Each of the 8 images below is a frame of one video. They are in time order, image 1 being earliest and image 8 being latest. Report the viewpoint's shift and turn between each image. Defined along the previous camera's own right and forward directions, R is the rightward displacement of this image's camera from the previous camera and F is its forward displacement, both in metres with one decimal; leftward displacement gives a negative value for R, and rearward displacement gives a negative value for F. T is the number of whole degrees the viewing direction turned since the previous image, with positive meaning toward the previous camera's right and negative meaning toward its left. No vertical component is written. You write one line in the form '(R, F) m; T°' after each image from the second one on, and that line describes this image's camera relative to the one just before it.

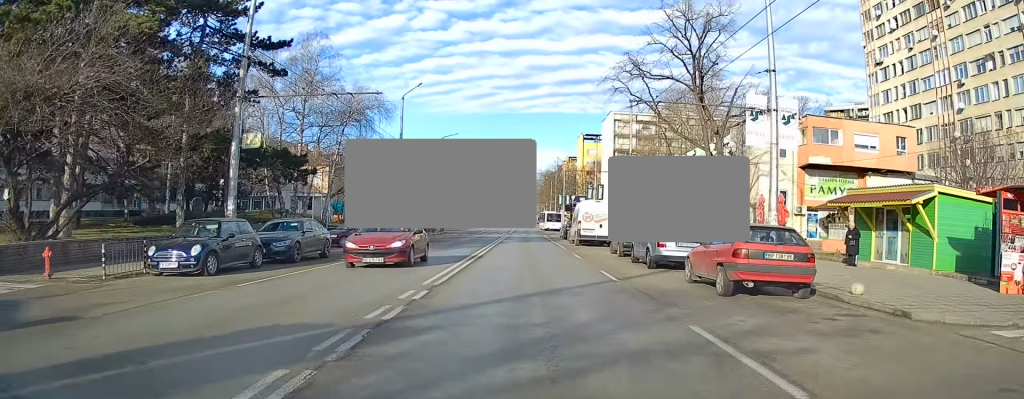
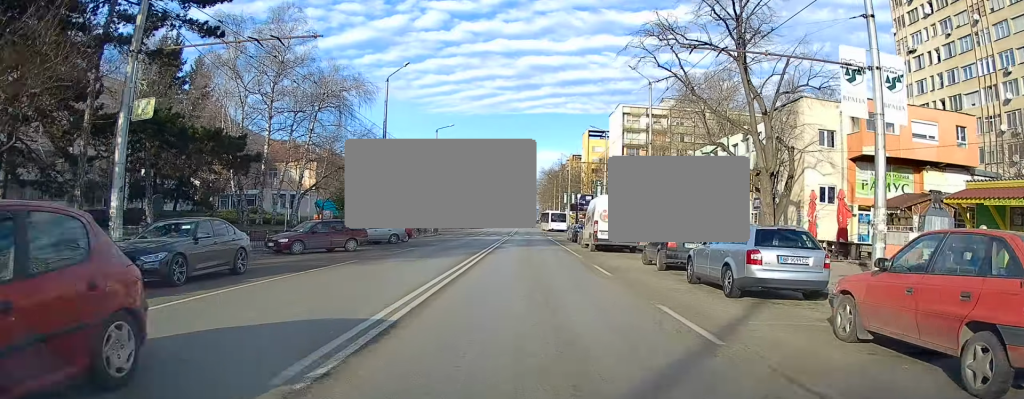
(-0.3, +7.2) m; 0°
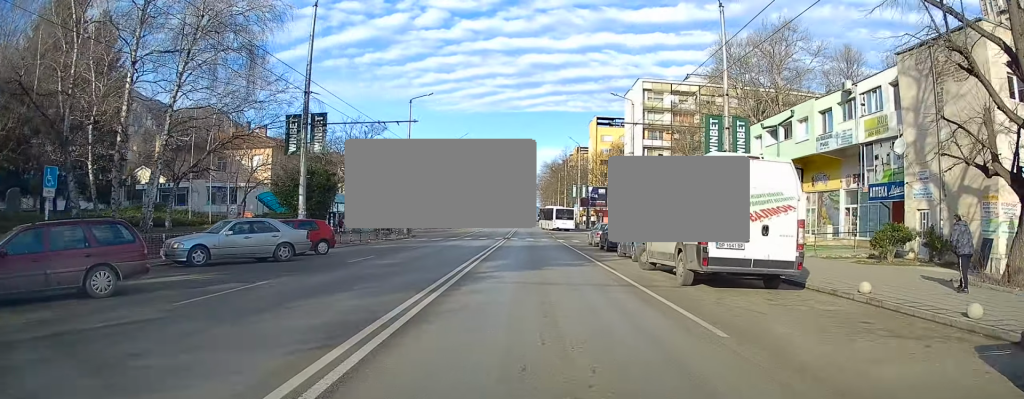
(+0.3, +15.8) m; +1°
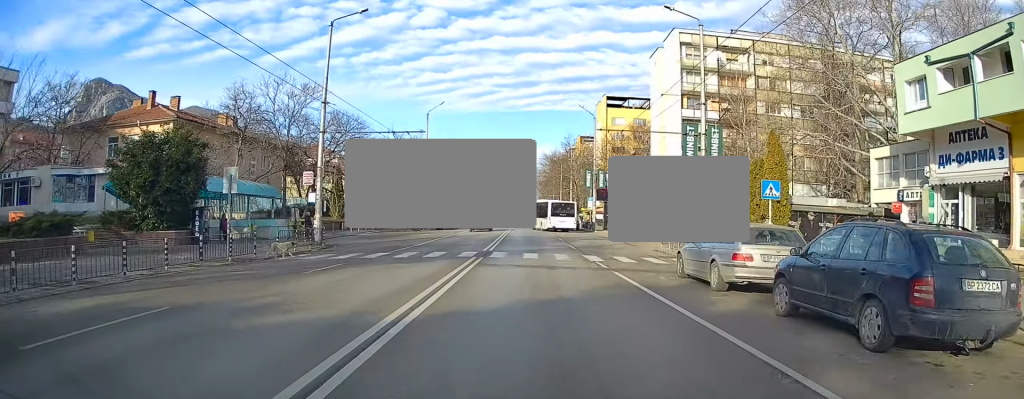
(-0.6, +21.0) m; +2°
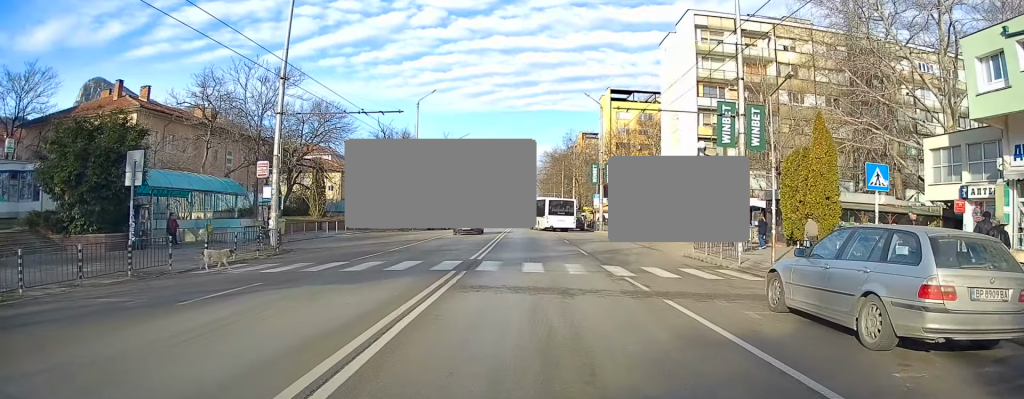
(+0.4, +5.1) m; +1°
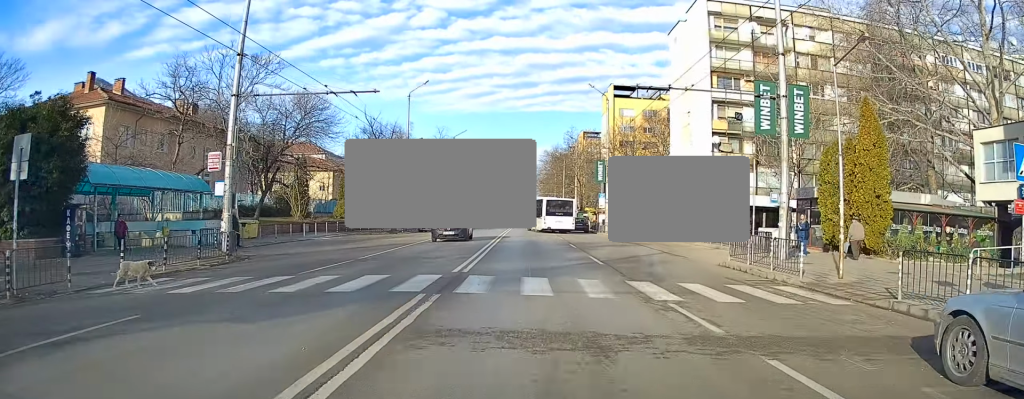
(+0.1, +4.1) m; 0°
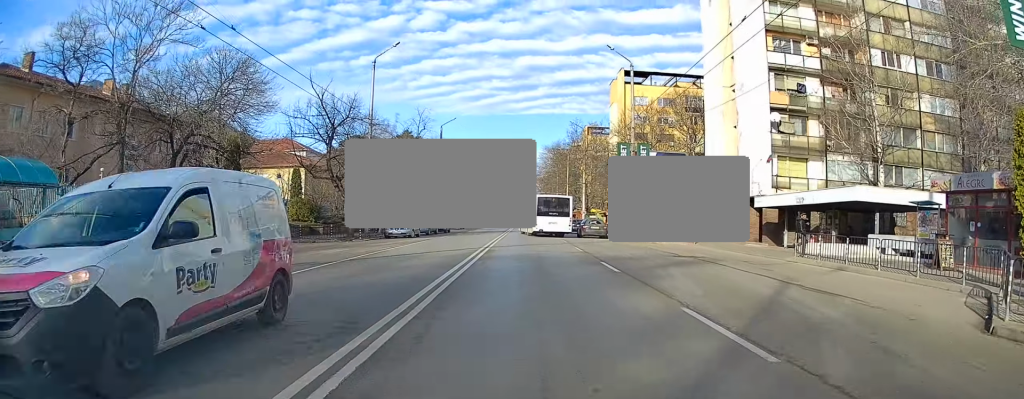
(-0.3, +11.9) m; -2°
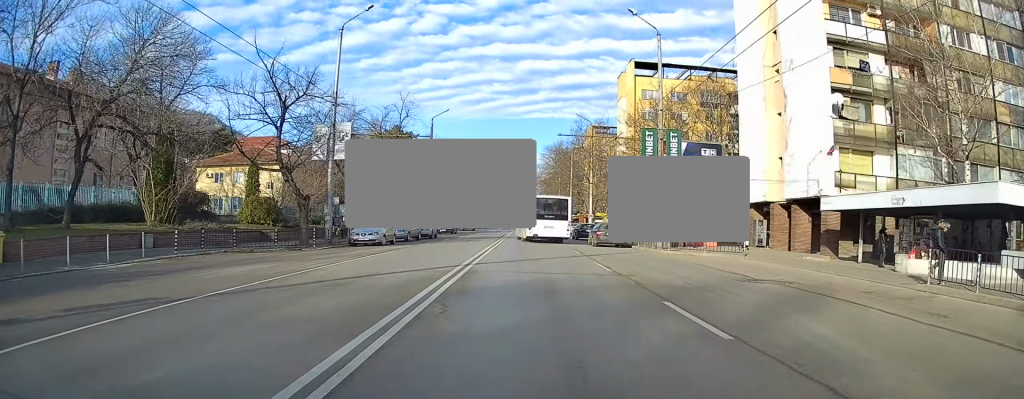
(0.0, +7.7) m; 0°
